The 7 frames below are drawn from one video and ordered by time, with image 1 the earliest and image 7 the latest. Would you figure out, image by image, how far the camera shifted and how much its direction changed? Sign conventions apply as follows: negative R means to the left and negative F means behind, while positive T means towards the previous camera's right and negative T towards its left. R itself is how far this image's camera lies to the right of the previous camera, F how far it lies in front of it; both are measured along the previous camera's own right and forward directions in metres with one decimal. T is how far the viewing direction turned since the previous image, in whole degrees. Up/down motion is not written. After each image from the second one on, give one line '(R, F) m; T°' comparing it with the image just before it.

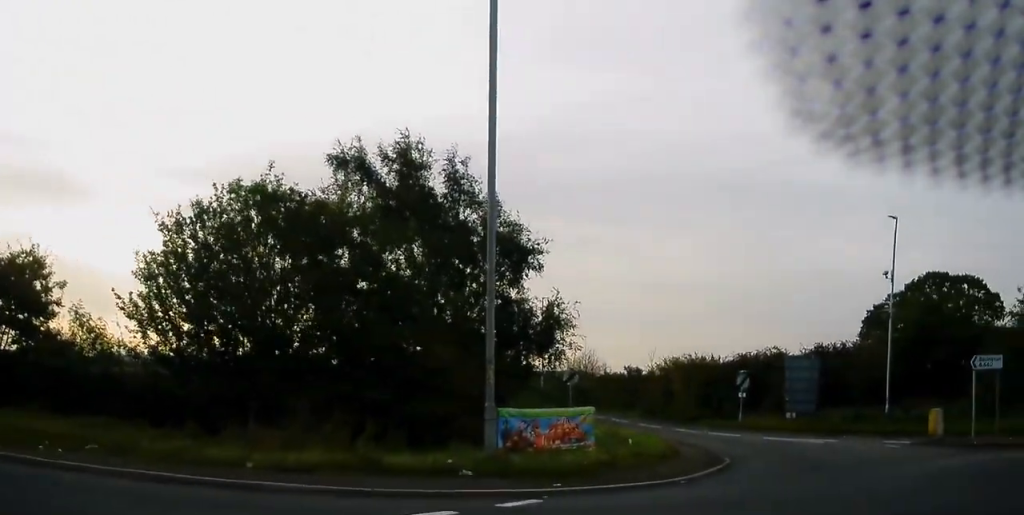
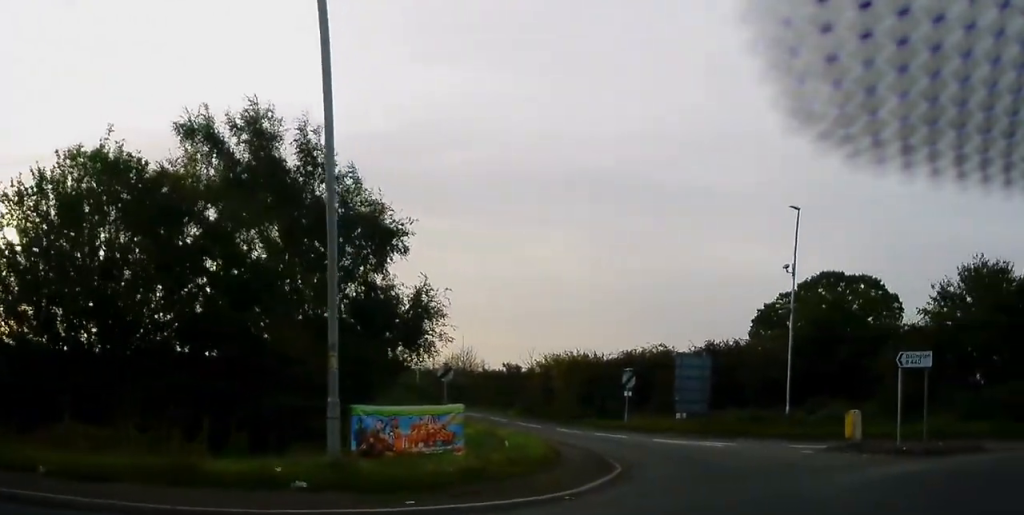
(+0.2, +2.4) m; +7°
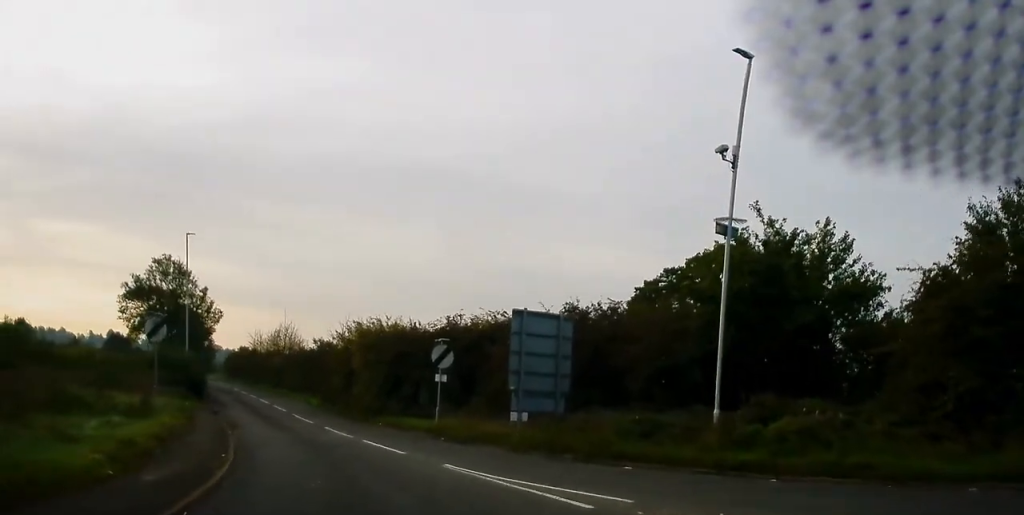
(+3.2, +15.3) m; +9°
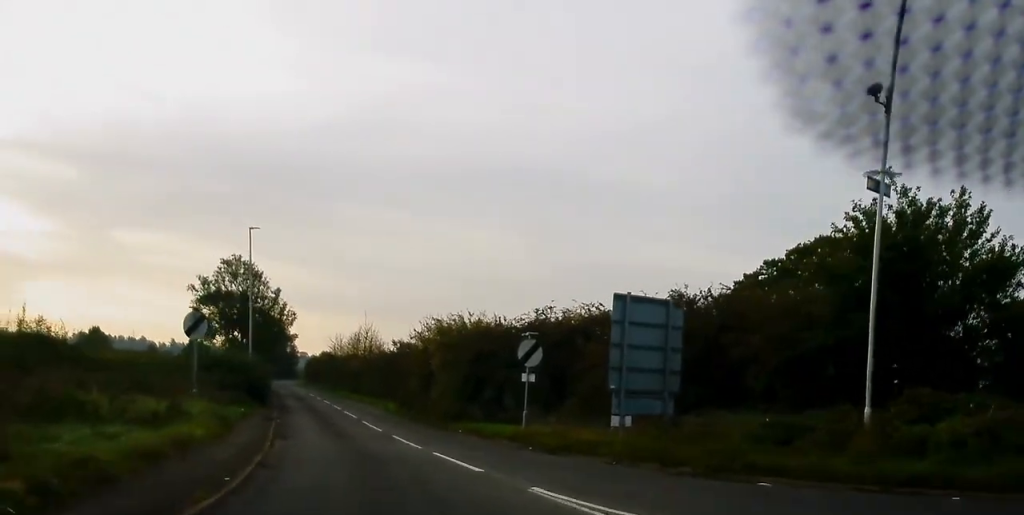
(-0.2, +3.9) m; -5°
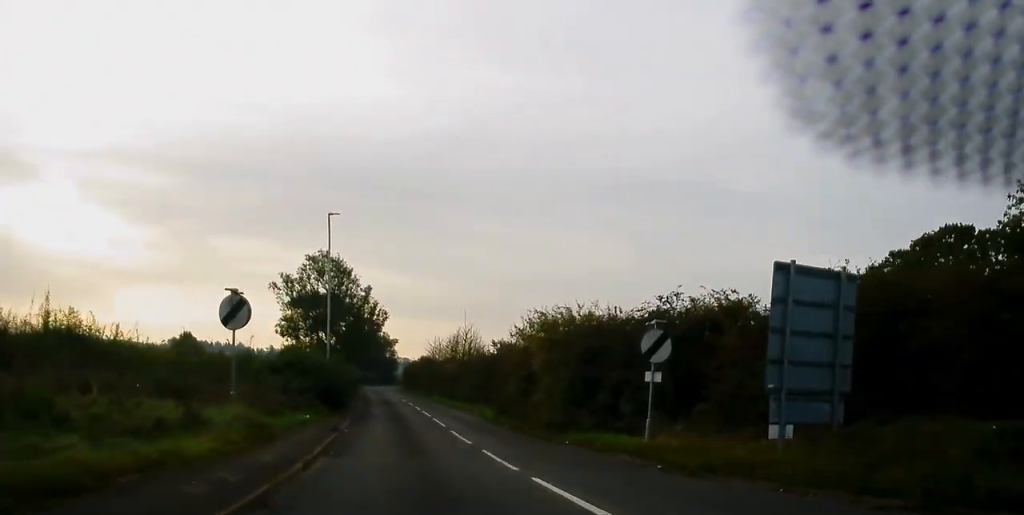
(-0.1, +4.9) m; -6°
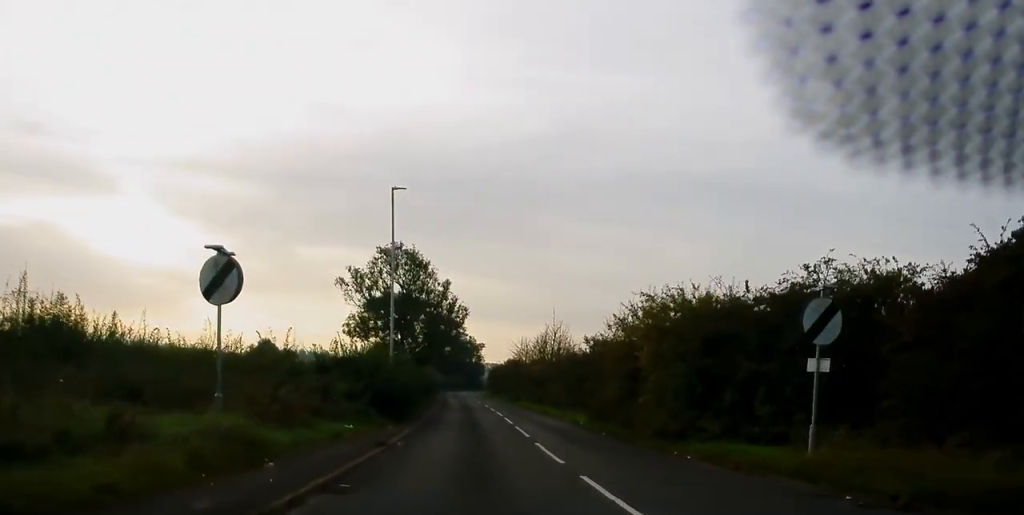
(-0.5, +6.0) m; -6°
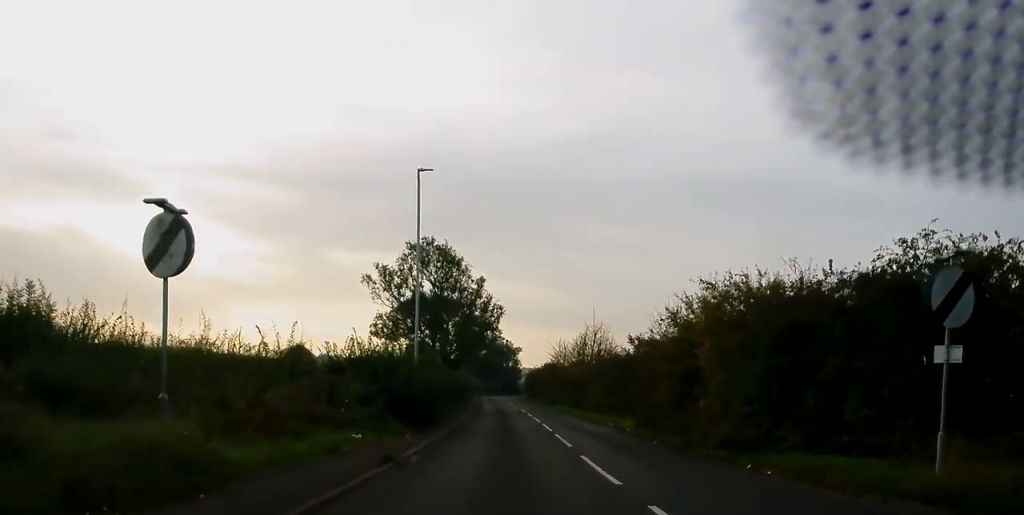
(-0.1, +3.6) m; -2°
